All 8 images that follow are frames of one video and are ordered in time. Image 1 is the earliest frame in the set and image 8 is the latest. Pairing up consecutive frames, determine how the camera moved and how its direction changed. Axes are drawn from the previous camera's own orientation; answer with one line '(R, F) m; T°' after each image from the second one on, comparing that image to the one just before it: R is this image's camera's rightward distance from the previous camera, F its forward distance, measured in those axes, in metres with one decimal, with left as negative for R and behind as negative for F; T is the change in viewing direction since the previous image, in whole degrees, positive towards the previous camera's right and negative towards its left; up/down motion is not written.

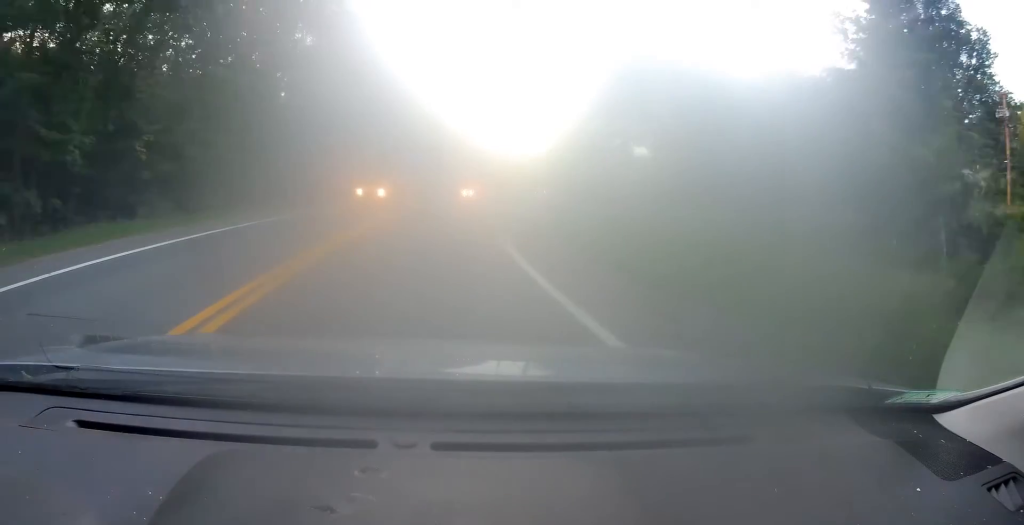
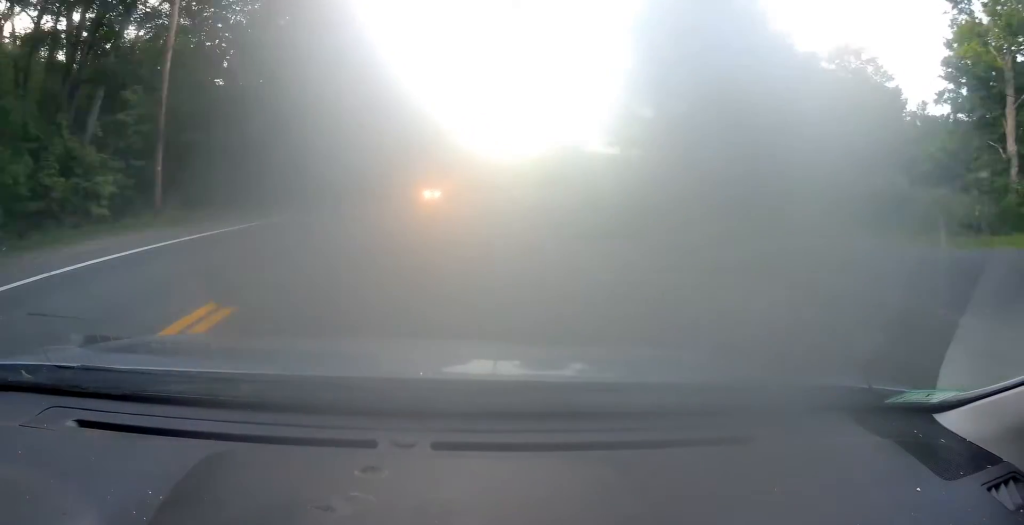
(+0.3, +18.7) m; +2°
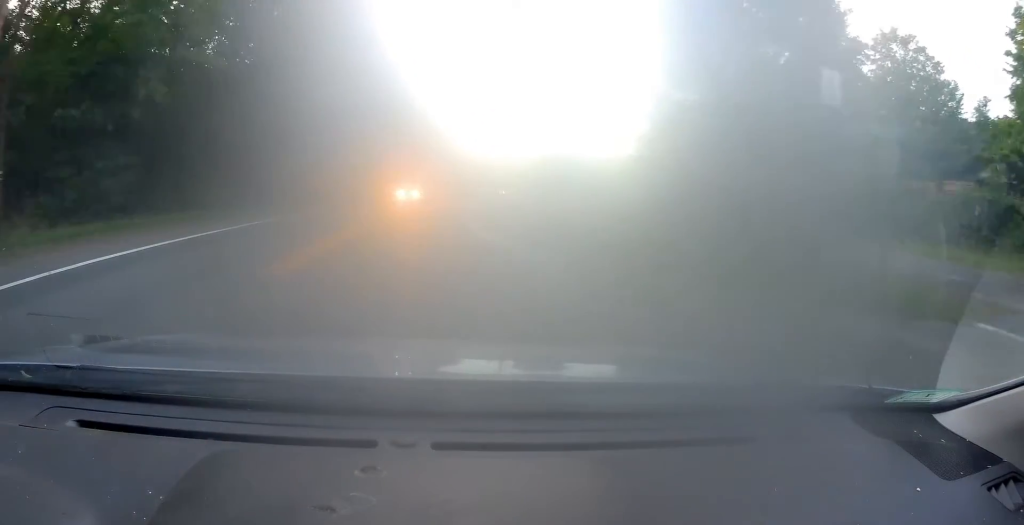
(+0.1, +10.0) m; +1°
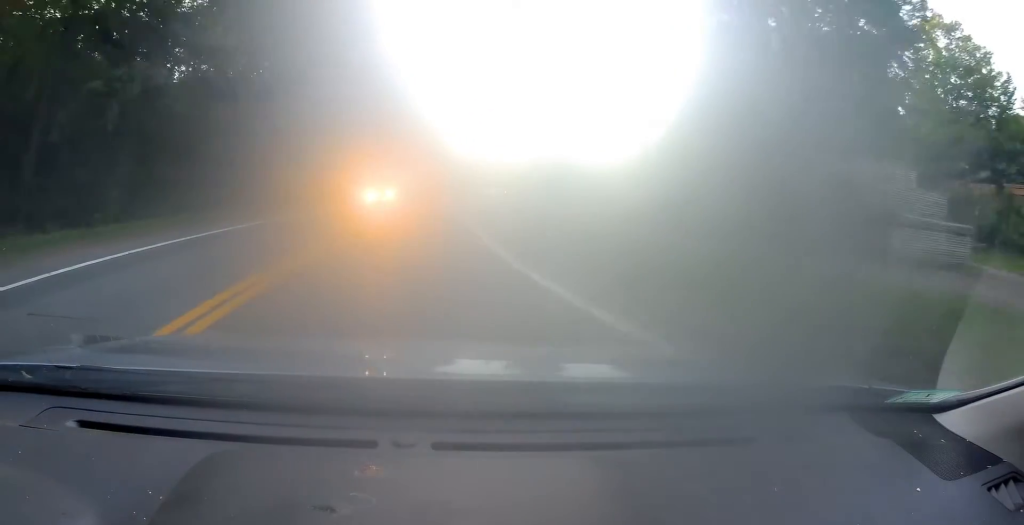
(+0.1, +8.3) m; +1°
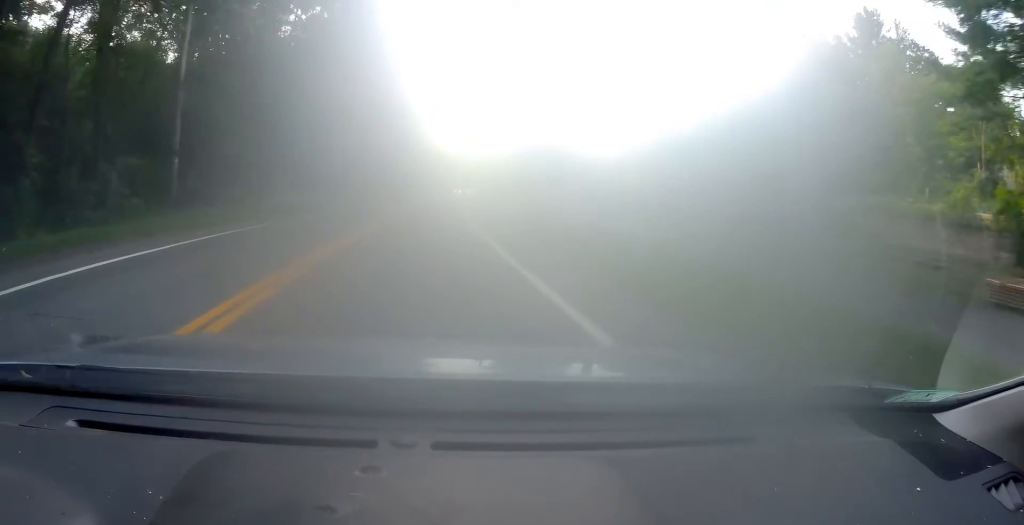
(+0.7, +22.3) m; +2°
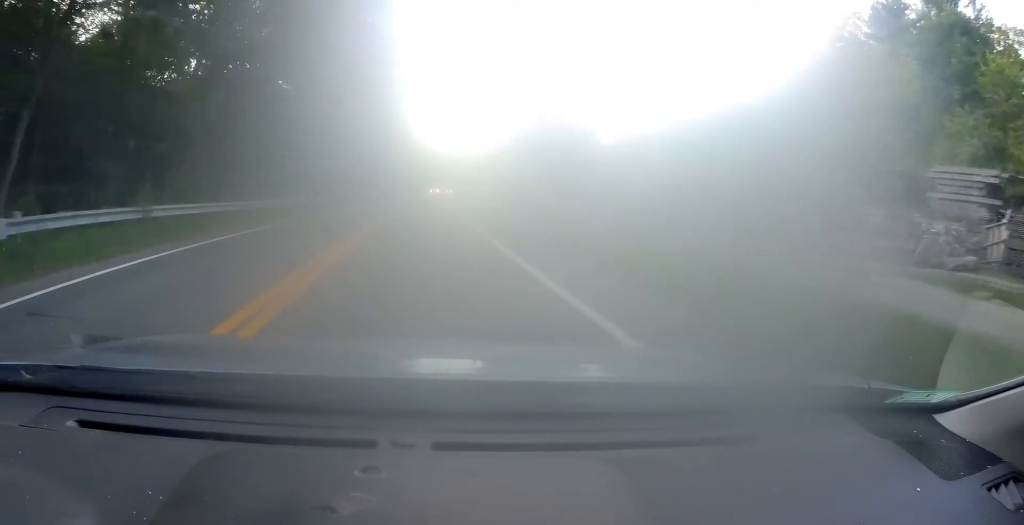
(0.0, +21.4) m; +2°
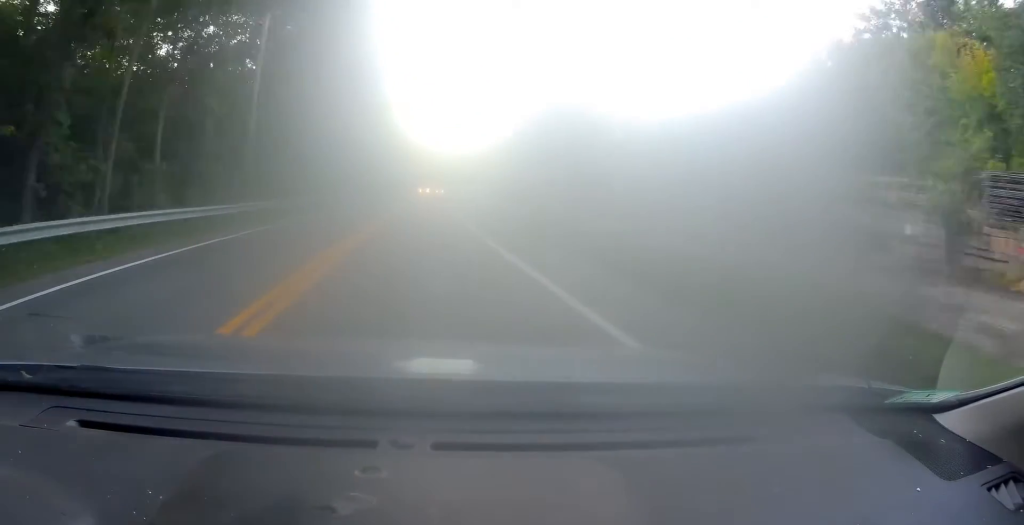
(0.0, +8.6) m; +1°
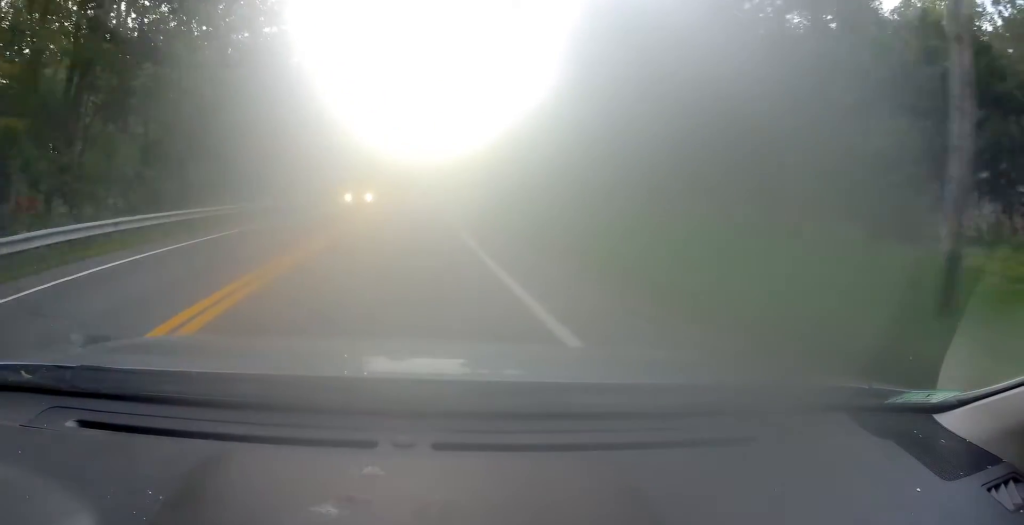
(+3.1, +58.3) m; +5°
